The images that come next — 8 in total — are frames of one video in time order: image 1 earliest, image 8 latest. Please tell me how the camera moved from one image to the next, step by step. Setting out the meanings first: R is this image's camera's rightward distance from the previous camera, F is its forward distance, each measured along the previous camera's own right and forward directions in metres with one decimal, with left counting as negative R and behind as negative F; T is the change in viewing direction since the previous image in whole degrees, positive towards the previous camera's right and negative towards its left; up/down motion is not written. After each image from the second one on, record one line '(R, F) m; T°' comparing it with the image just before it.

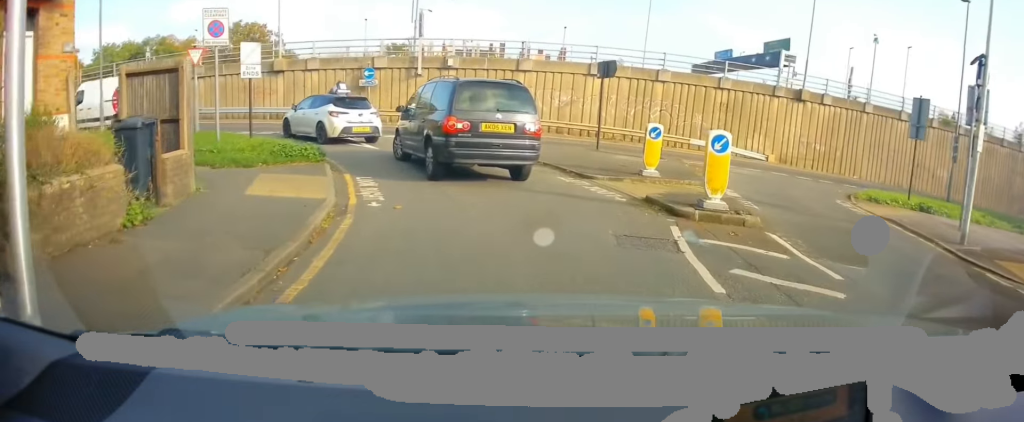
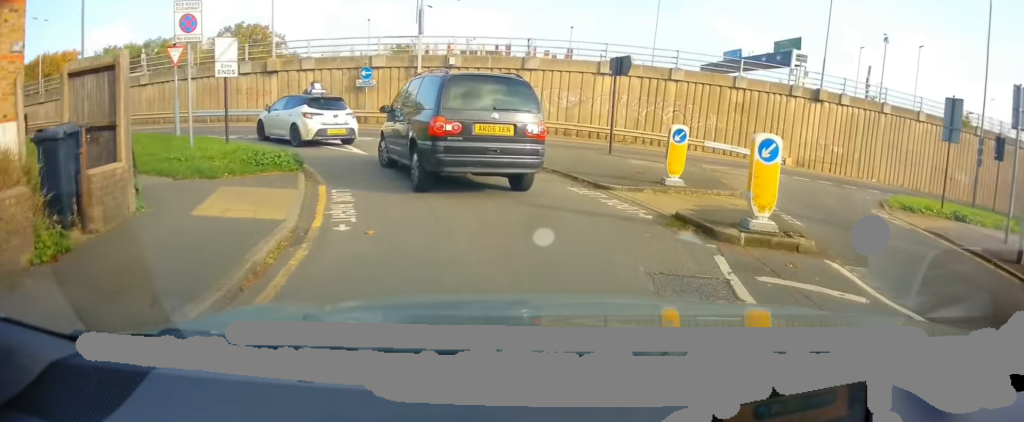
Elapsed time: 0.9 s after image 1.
(+0.1, +1.6) m; +1°
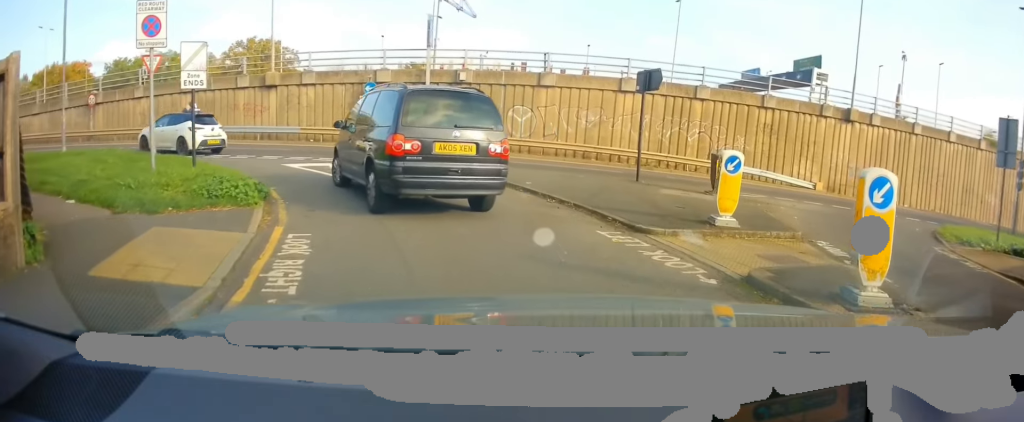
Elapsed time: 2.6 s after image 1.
(+0.1, +2.0) m; -1°
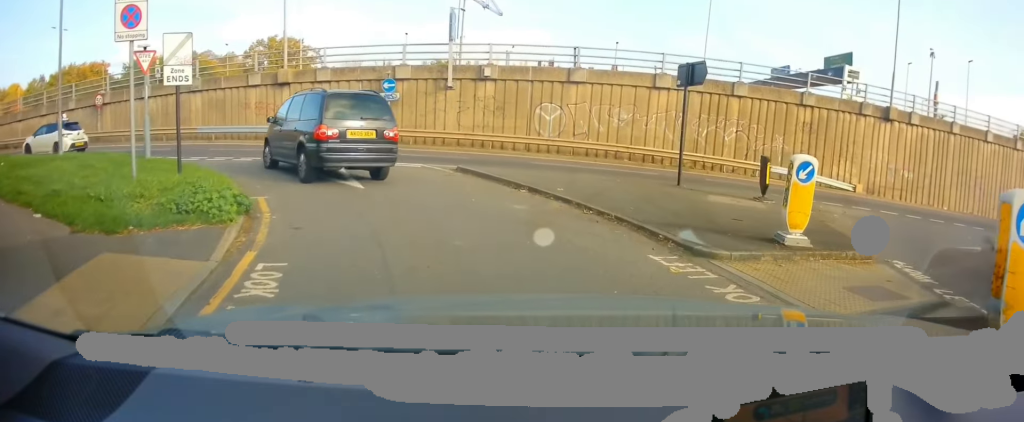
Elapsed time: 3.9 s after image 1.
(-0.4, +1.7) m; -12°
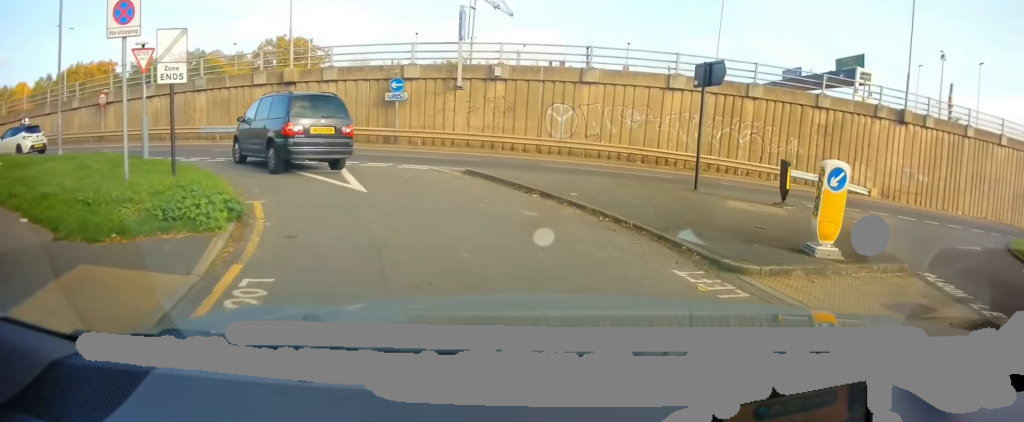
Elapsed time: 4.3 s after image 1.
(0.0, +0.6) m; 0°
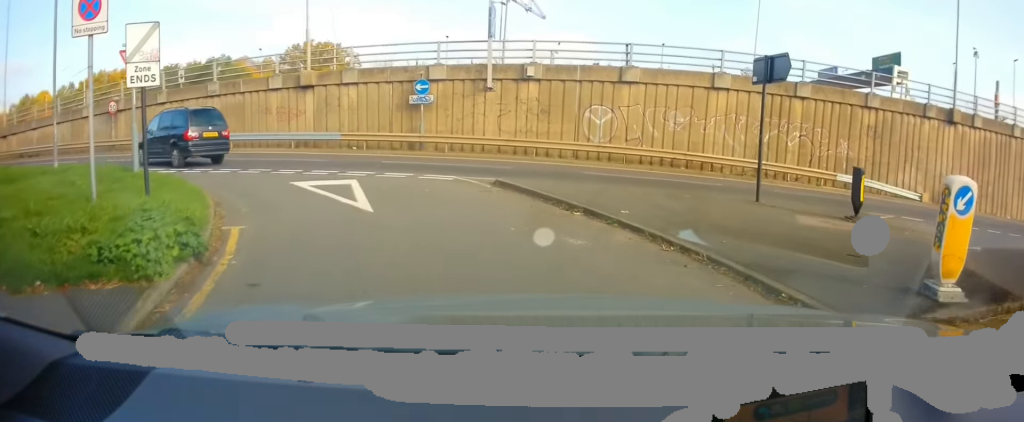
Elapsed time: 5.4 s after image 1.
(+0.1, +1.4) m; +1°
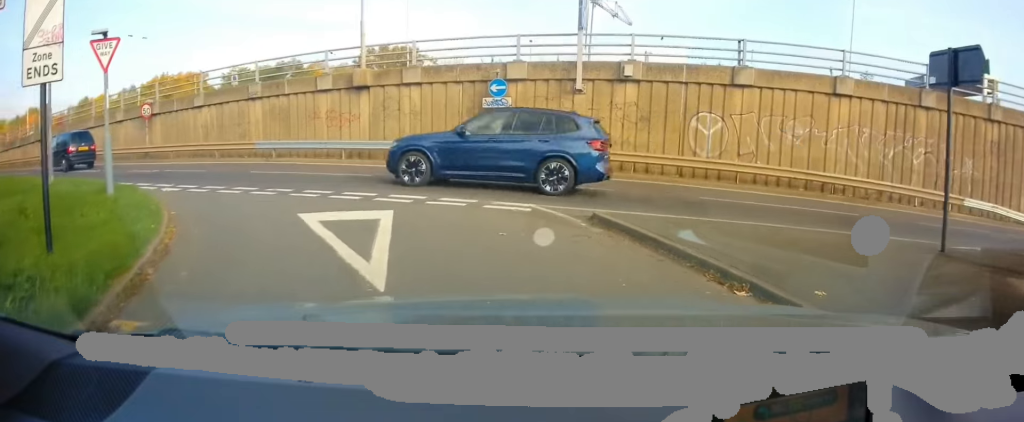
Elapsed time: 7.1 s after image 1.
(-0.2, +3.2) m; -8°
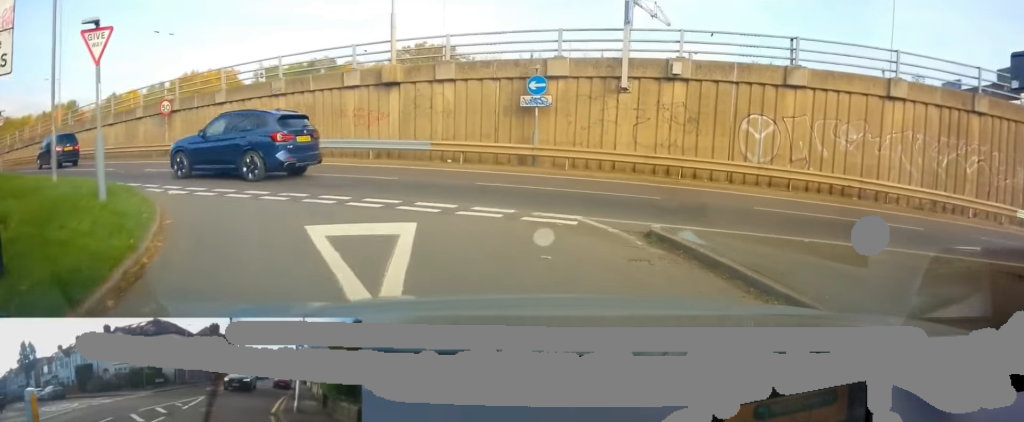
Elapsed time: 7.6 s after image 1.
(+0.1, +1.1) m; -4°
